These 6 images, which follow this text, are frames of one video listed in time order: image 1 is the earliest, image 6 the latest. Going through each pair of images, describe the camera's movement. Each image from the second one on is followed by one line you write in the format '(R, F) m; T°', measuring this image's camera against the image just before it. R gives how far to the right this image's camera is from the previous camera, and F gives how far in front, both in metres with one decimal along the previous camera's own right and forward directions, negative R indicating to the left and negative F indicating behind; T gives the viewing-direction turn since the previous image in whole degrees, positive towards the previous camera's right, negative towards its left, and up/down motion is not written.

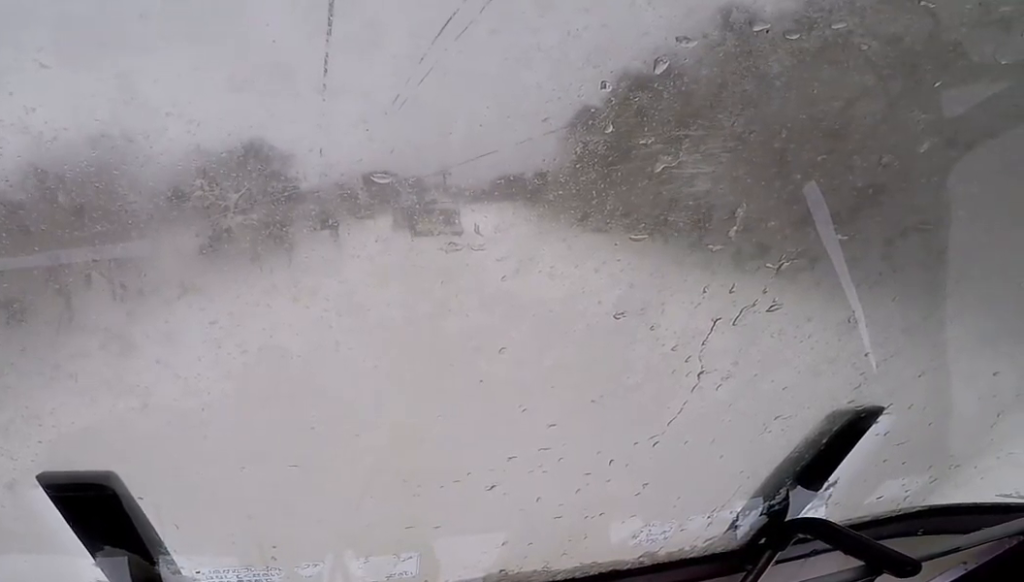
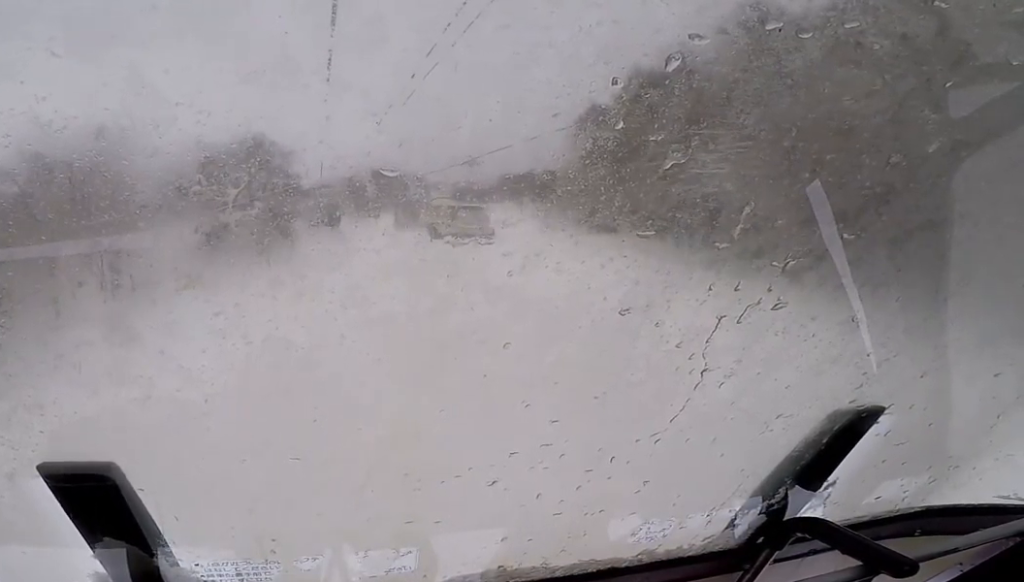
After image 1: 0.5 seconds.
(0.0, +1.8) m; -1°
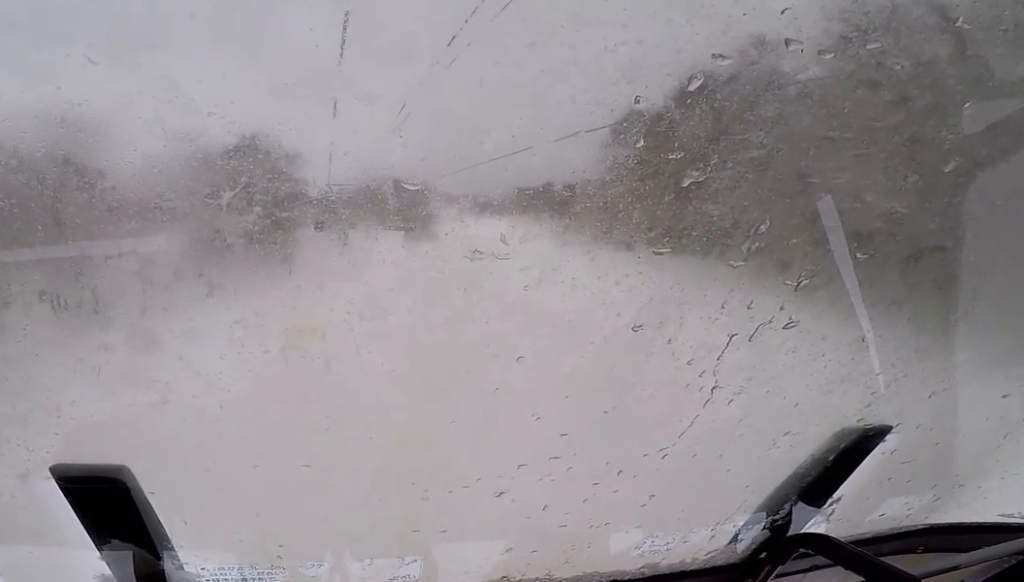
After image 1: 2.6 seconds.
(-0.5, +8.5) m; -3°
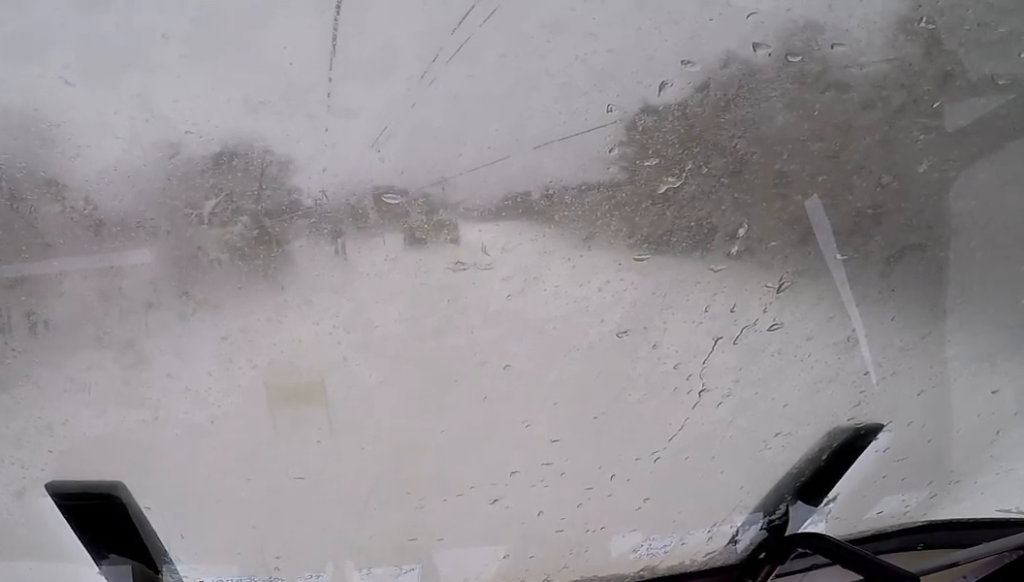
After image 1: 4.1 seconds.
(+0.3, +6.0) m; +3°
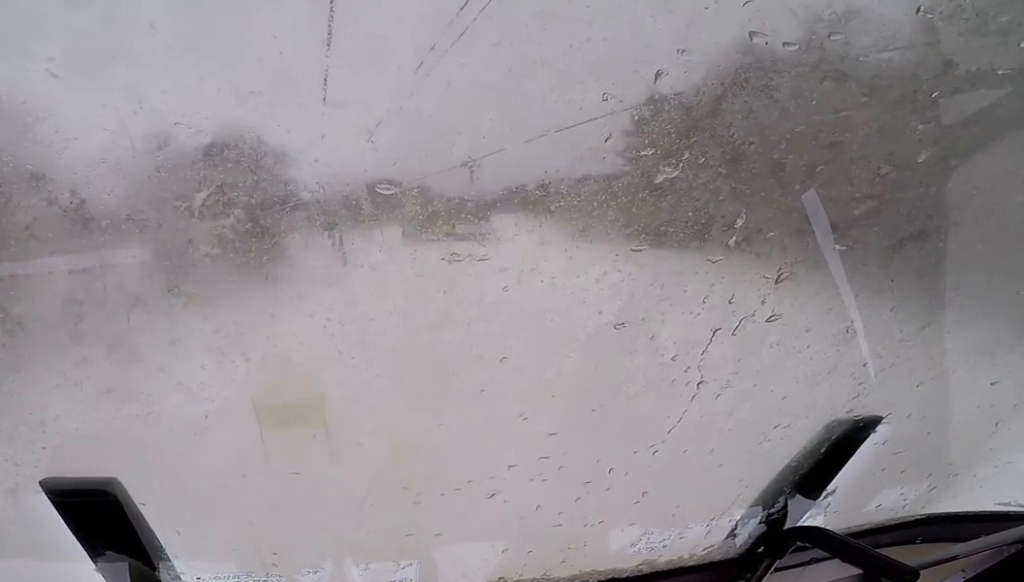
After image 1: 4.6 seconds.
(0.0, +2.3) m; 0°
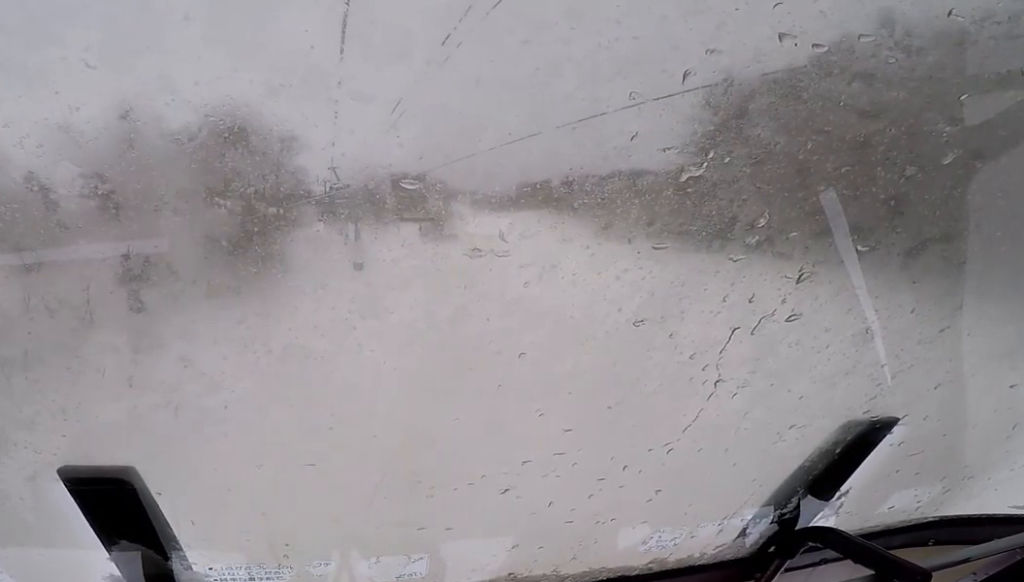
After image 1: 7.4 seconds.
(-0.1, +11.0) m; -5°
